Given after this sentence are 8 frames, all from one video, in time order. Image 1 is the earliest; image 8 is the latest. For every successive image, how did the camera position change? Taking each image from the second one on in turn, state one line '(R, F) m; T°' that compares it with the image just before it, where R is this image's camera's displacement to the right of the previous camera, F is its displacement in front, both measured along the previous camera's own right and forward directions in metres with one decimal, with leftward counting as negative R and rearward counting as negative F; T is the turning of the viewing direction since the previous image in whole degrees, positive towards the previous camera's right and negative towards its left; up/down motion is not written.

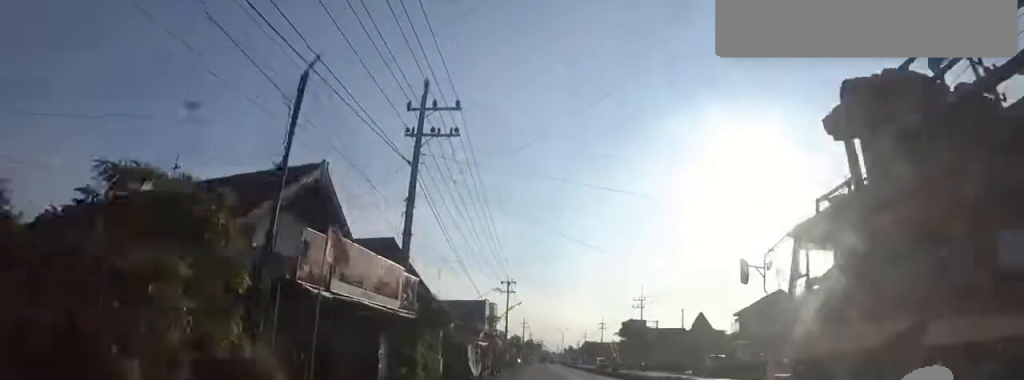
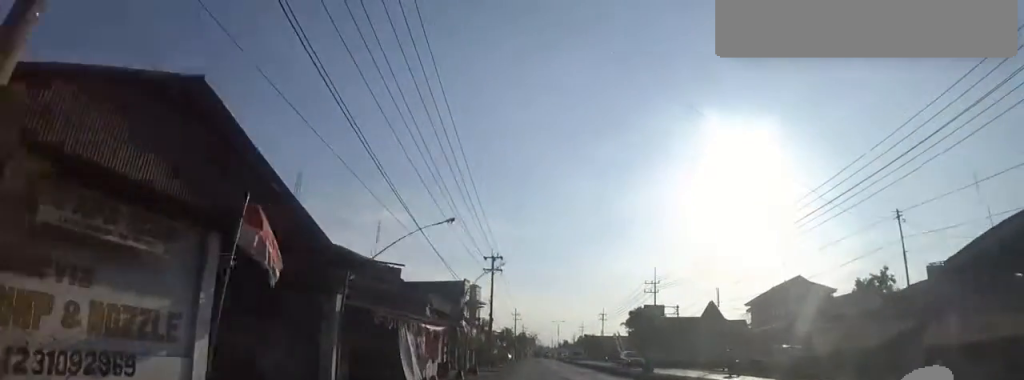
(+0.1, +13.6) m; +1°
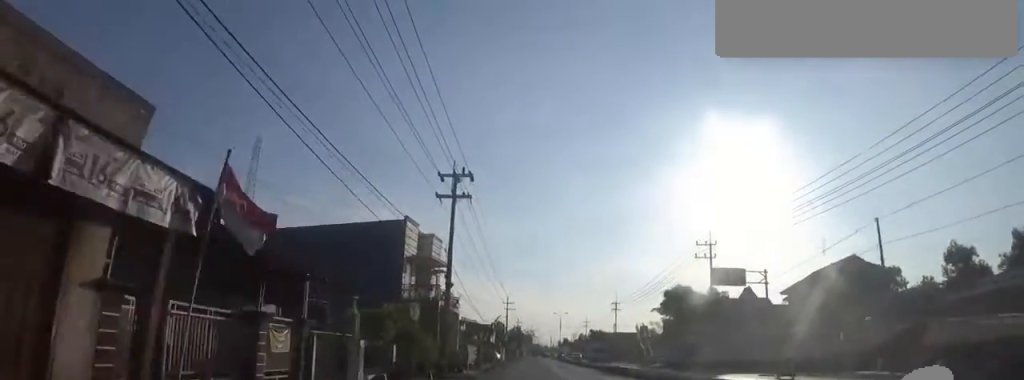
(+0.1, +22.4) m; 0°
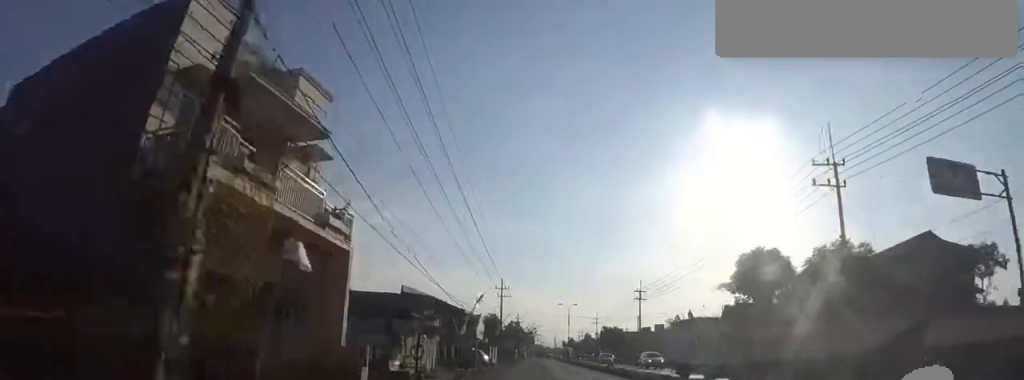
(+0.1, +19.3) m; -4°
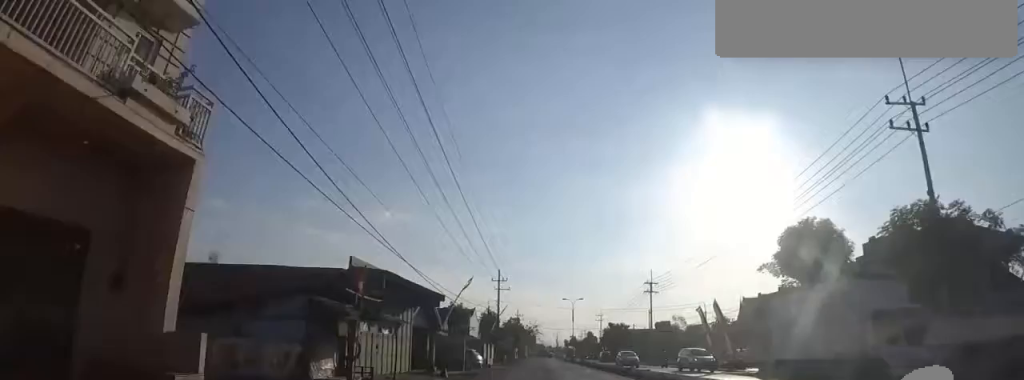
(-0.4, +6.7) m; 0°
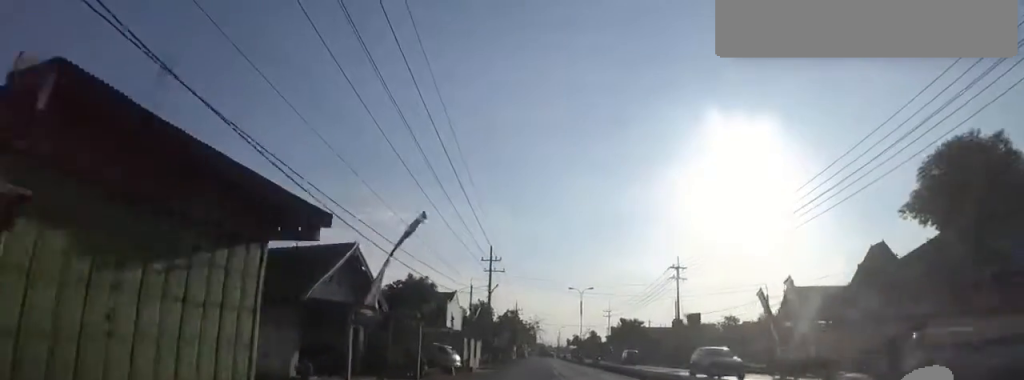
(-0.8, +12.5) m; +1°
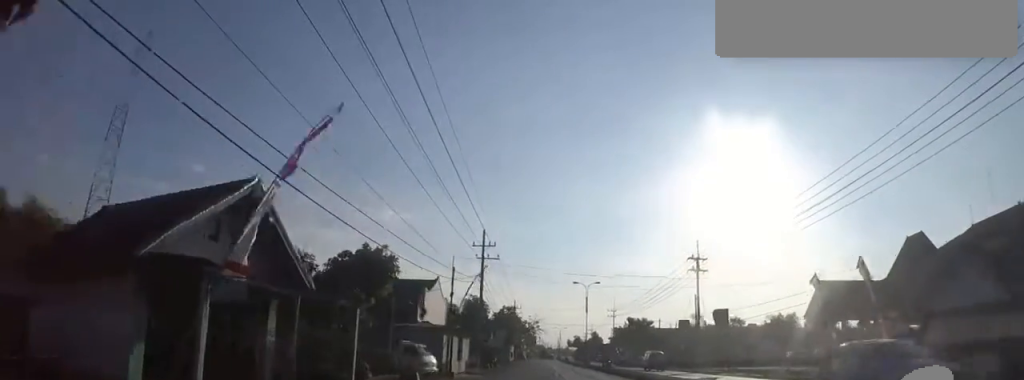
(+0.6, +7.1) m; +2°
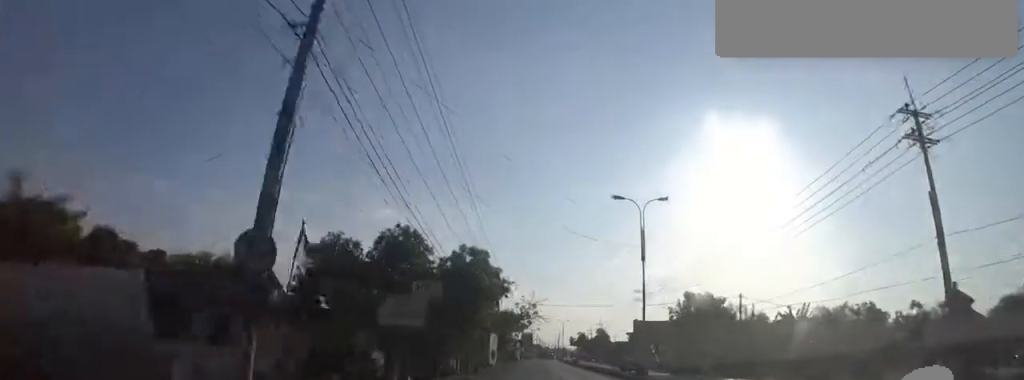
(+1.0, +32.3) m; +1°
